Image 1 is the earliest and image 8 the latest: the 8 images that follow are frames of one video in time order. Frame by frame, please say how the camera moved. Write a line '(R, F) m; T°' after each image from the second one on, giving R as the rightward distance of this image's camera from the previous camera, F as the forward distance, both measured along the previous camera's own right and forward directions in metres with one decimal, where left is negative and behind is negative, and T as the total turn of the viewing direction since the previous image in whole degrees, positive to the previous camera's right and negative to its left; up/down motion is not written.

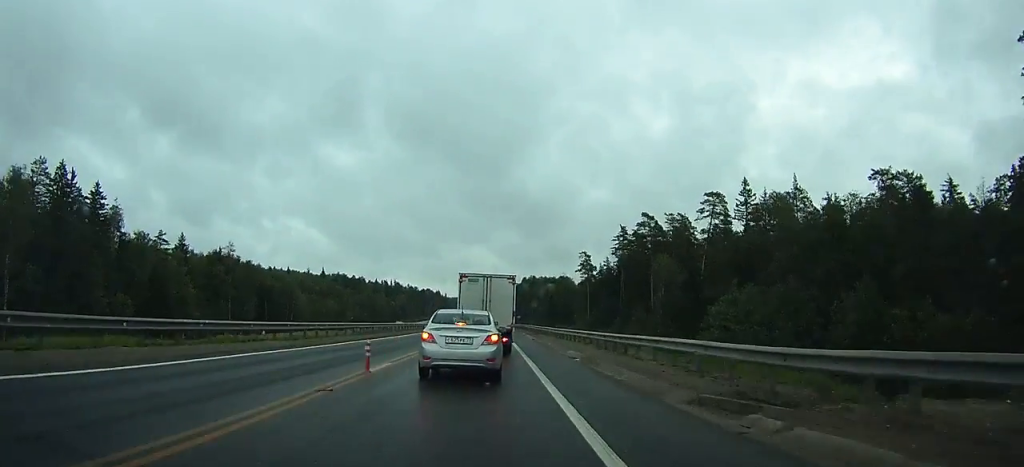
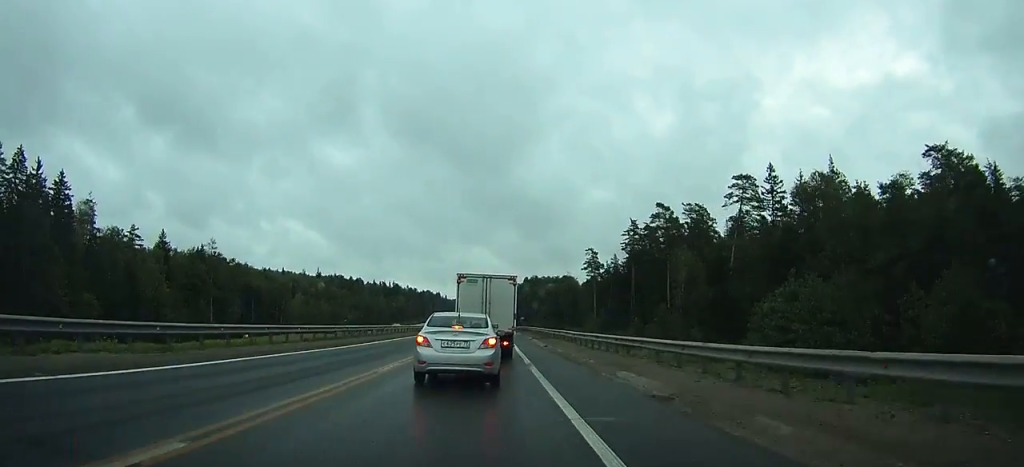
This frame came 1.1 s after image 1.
(0.0, +10.2) m; 0°
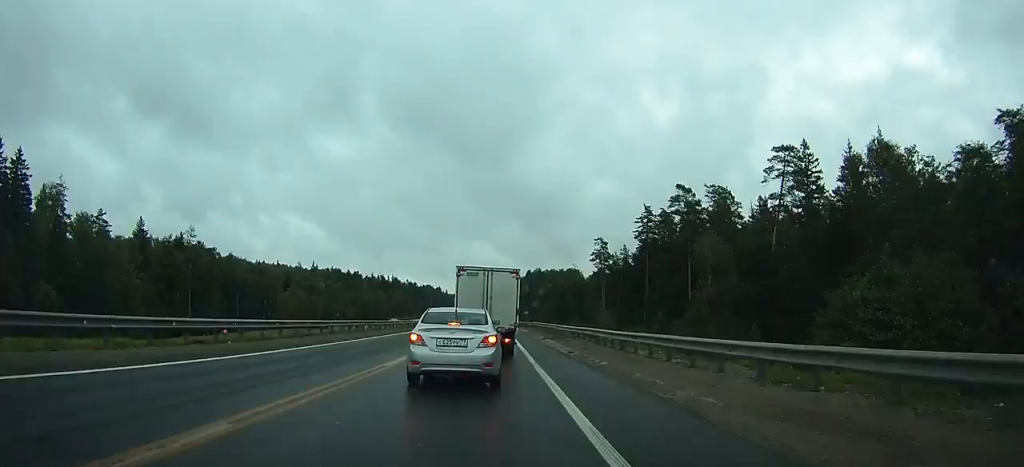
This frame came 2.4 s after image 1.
(0.0, +11.2) m; +1°
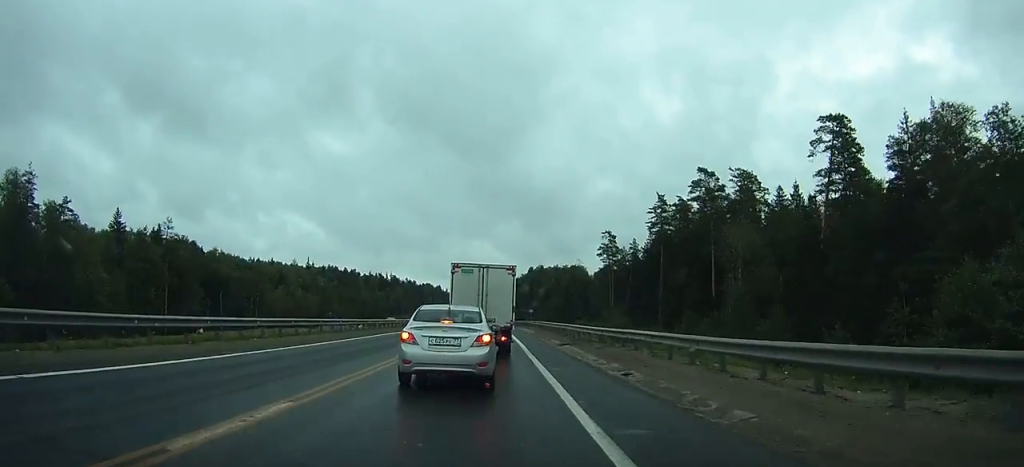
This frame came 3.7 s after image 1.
(+0.1, +10.6) m; +1°
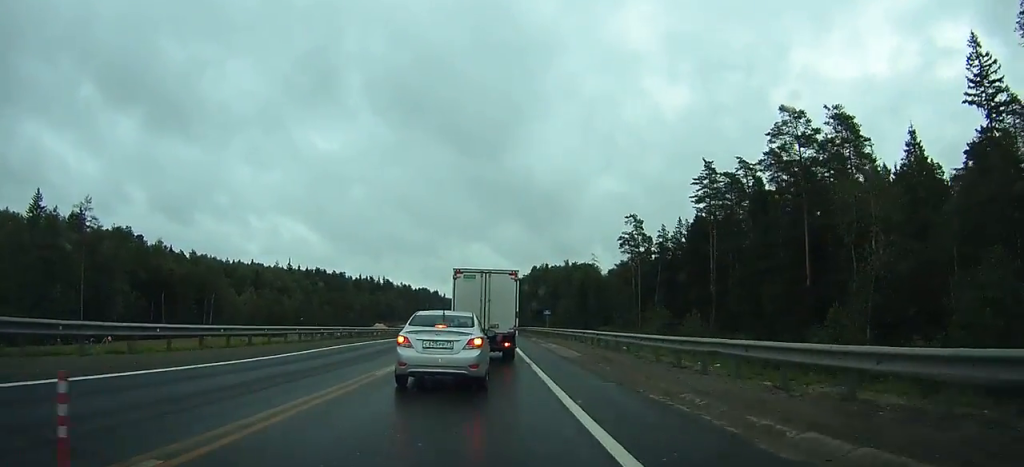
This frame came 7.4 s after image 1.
(+0.1, +28.0) m; 0°
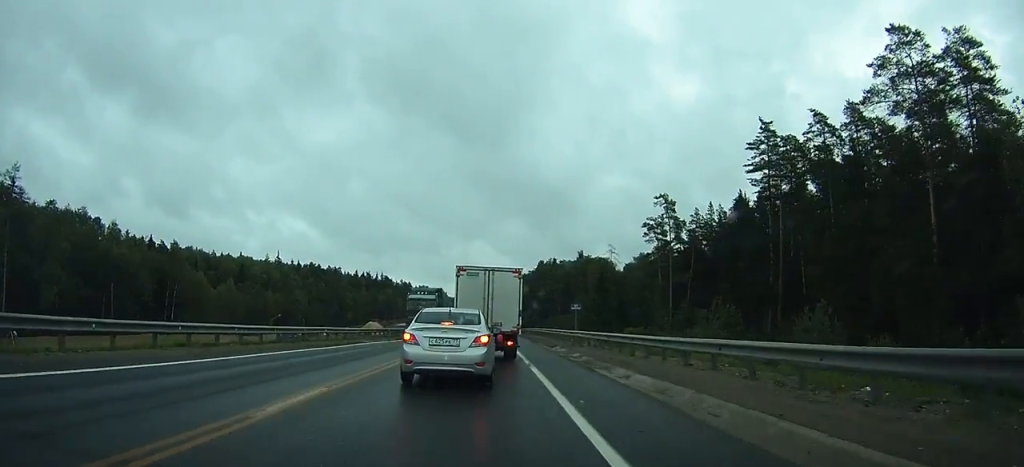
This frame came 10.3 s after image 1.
(0.0, +18.6) m; -1°
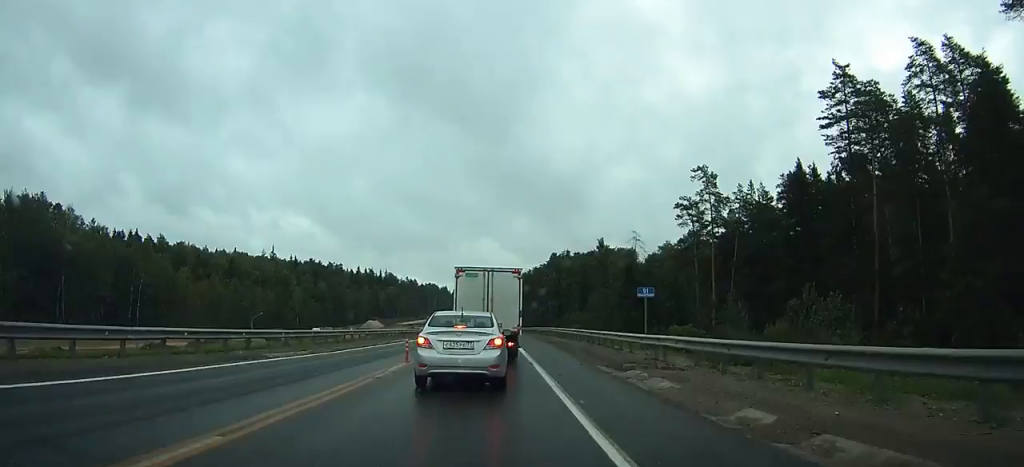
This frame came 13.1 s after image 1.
(-0.2, +14.5) m; -1°
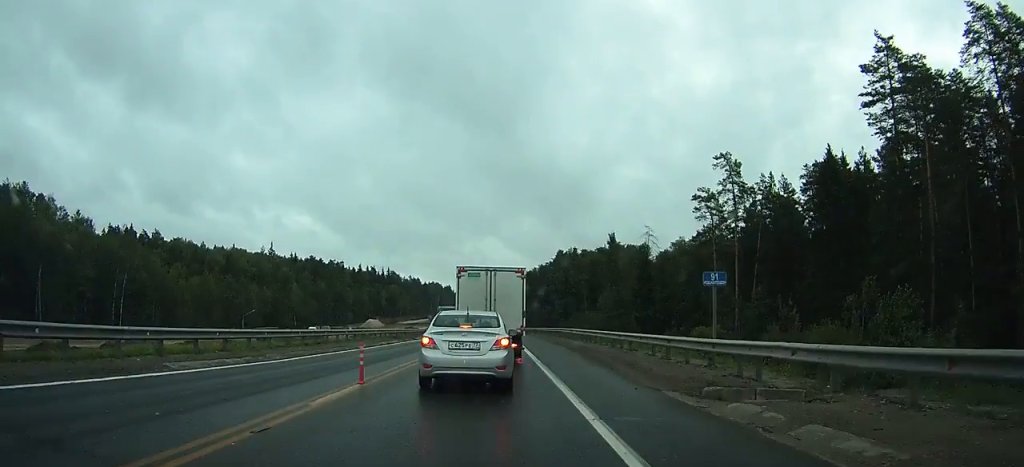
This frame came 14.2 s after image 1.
(0.0, +5.7) m; 0°
